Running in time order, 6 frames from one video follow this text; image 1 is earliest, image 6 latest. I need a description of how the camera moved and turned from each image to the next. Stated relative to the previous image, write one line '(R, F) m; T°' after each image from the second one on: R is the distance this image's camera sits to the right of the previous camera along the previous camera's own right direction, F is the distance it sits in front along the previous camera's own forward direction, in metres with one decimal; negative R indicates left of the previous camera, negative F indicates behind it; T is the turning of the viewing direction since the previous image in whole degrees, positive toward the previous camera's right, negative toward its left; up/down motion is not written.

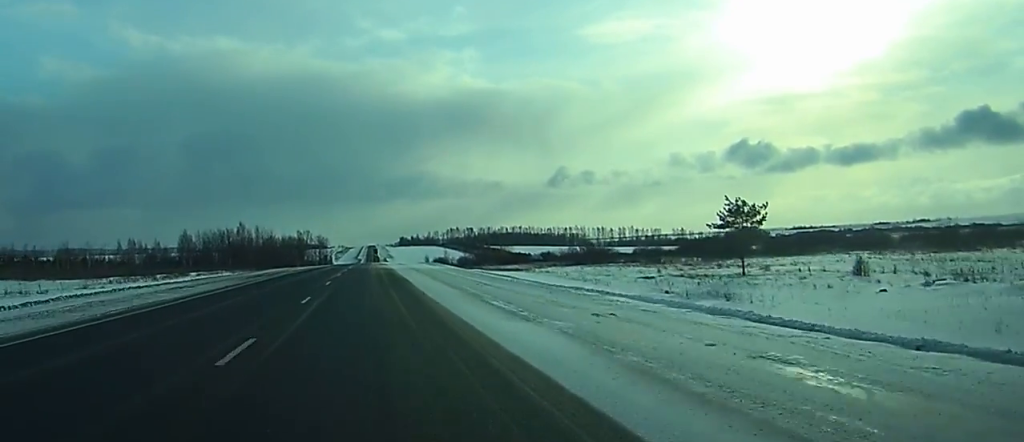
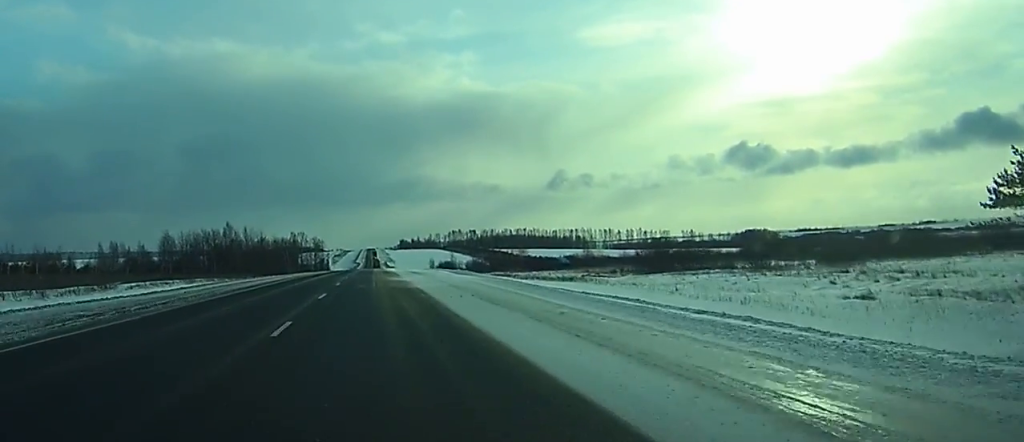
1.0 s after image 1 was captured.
(0.0, +32.3) m; 0°
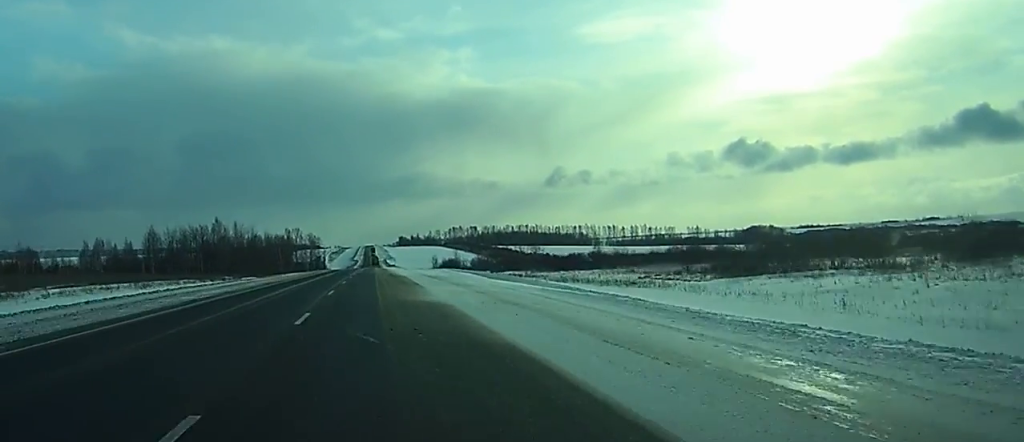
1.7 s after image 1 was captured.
(0.0, +21.6) m; 0°
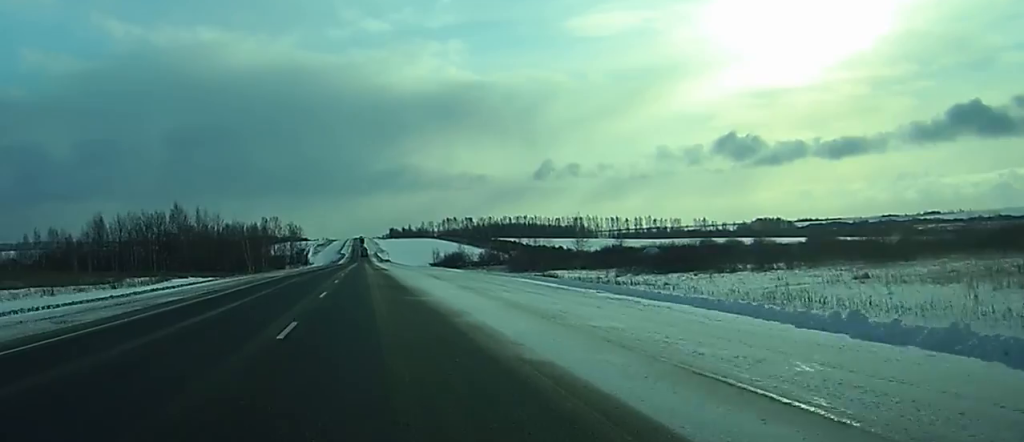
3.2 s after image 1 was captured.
(+0.3, +50.7) m; +1°
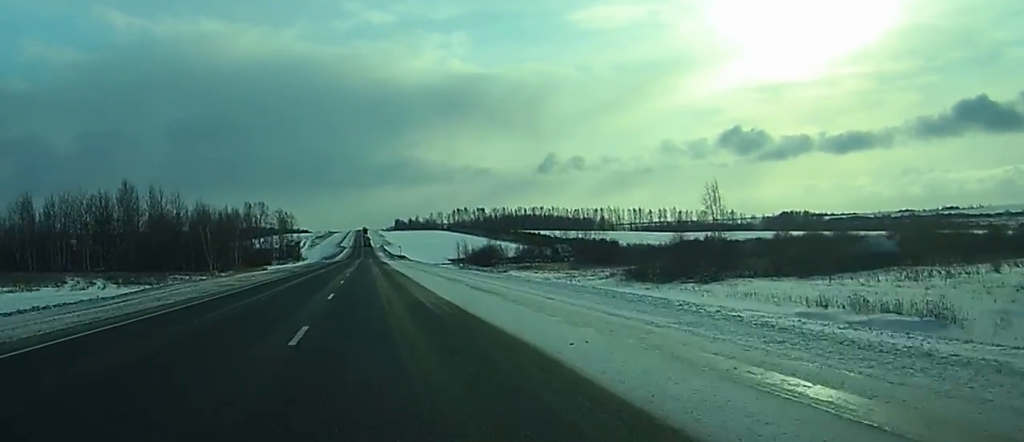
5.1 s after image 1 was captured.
(-0.1, +60.7) m; 0°
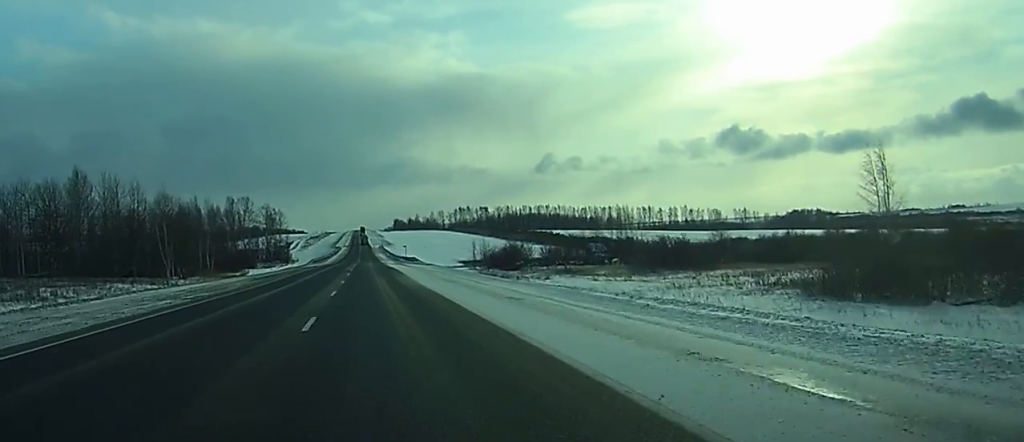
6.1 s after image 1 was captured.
(-0.1, +33.8) m; 0°
